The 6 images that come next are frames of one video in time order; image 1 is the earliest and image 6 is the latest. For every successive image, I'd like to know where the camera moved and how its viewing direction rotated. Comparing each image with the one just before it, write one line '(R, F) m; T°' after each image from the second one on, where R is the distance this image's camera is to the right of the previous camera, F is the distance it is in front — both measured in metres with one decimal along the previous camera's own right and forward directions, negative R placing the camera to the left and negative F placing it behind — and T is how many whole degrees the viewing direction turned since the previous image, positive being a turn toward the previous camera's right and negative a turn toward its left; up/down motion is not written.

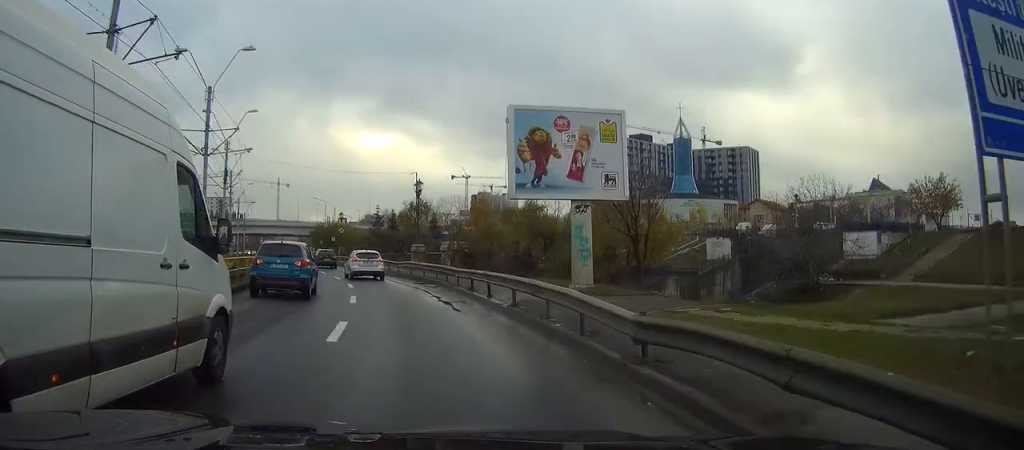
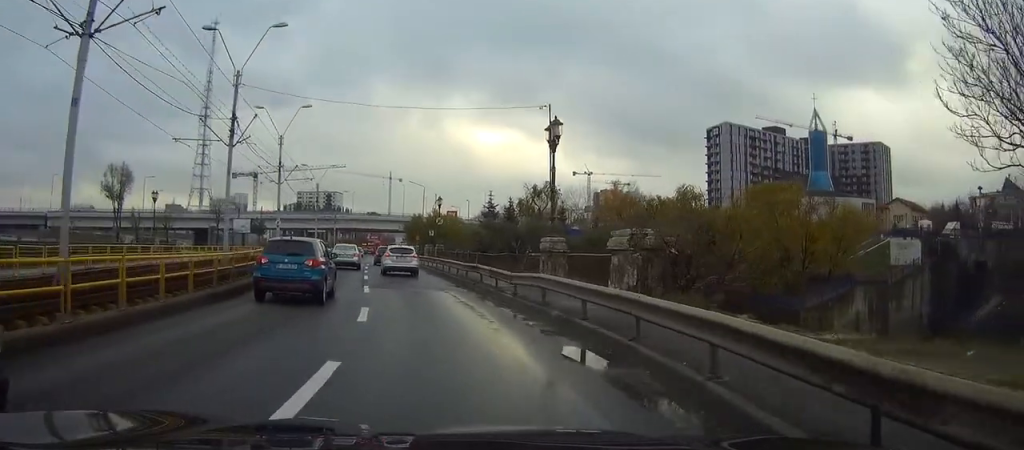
(-2.0, +22.4) m; -10°
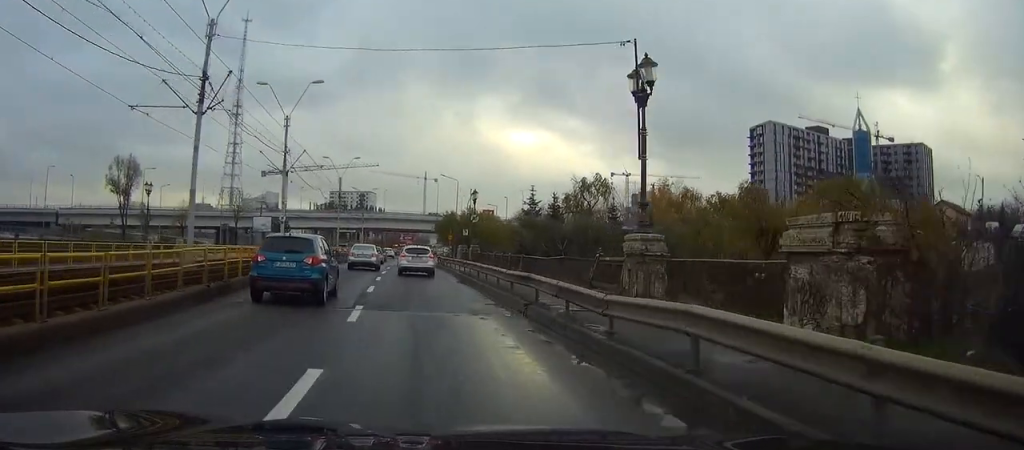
(-0.2, +8.9) m; -4°
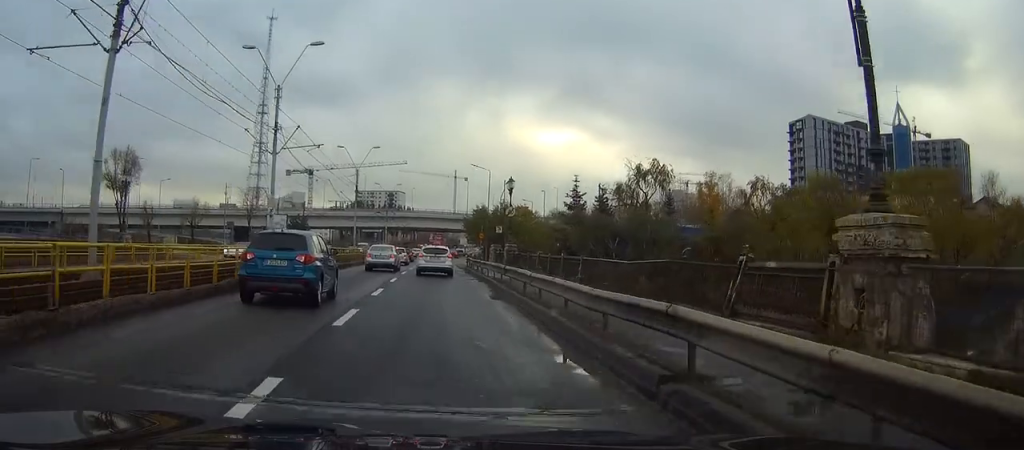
(-0.4, +9.6) m; -3°
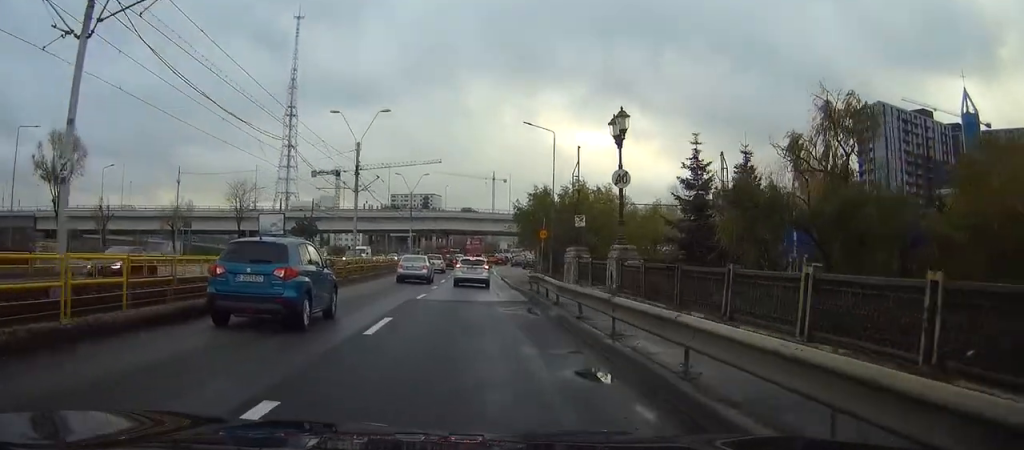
(-0.8, +24.0) m; -3°
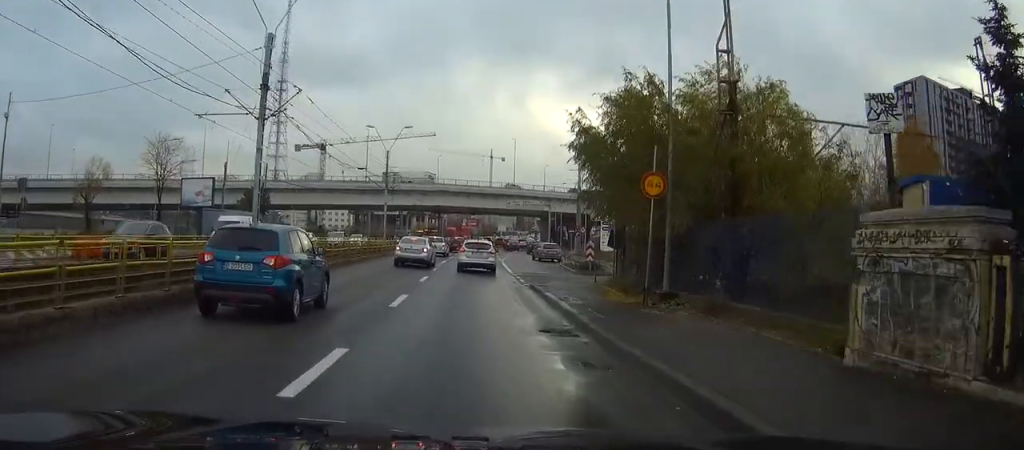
(-0.1, +25.1) m; 0°
